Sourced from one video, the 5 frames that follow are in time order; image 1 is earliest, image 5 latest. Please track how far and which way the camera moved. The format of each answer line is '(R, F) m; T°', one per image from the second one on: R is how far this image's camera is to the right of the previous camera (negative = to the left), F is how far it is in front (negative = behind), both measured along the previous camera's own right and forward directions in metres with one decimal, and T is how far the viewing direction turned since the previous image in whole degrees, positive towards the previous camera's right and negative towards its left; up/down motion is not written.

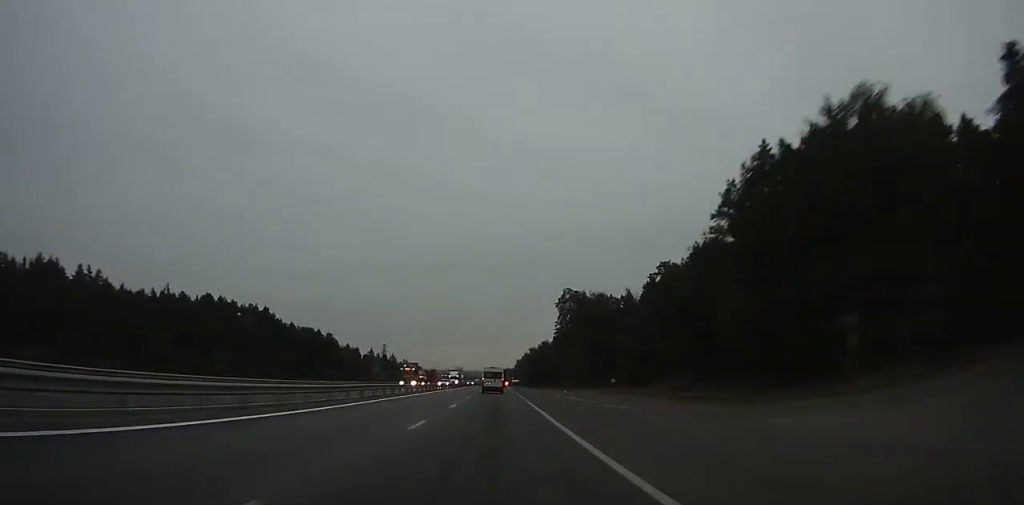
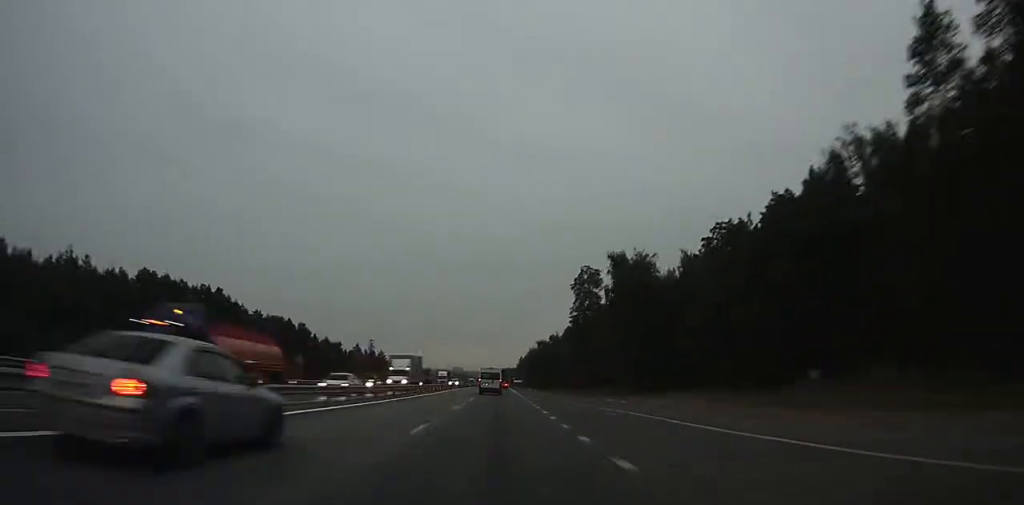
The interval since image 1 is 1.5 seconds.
(-0.1, +36.3) m; 0°
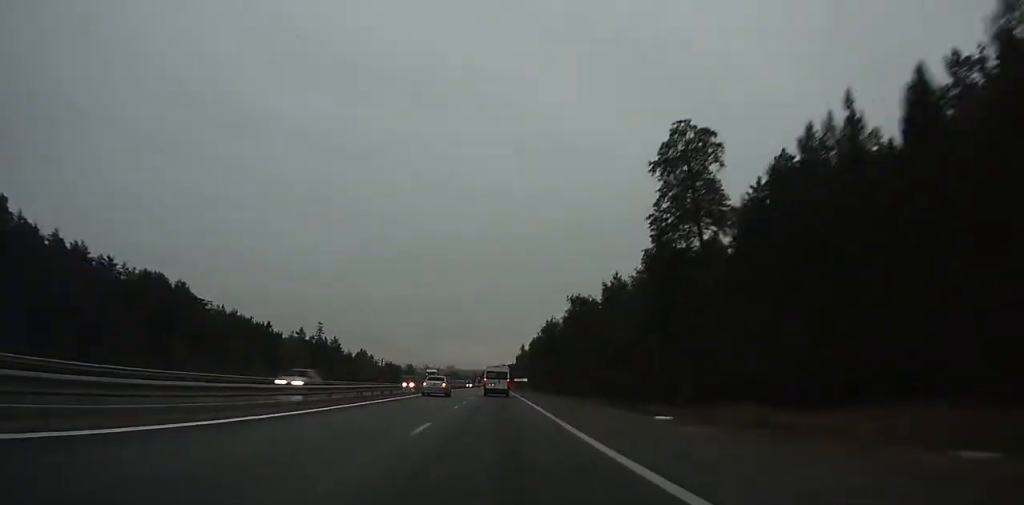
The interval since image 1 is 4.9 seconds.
(-0.1, +84.8) m; 0°
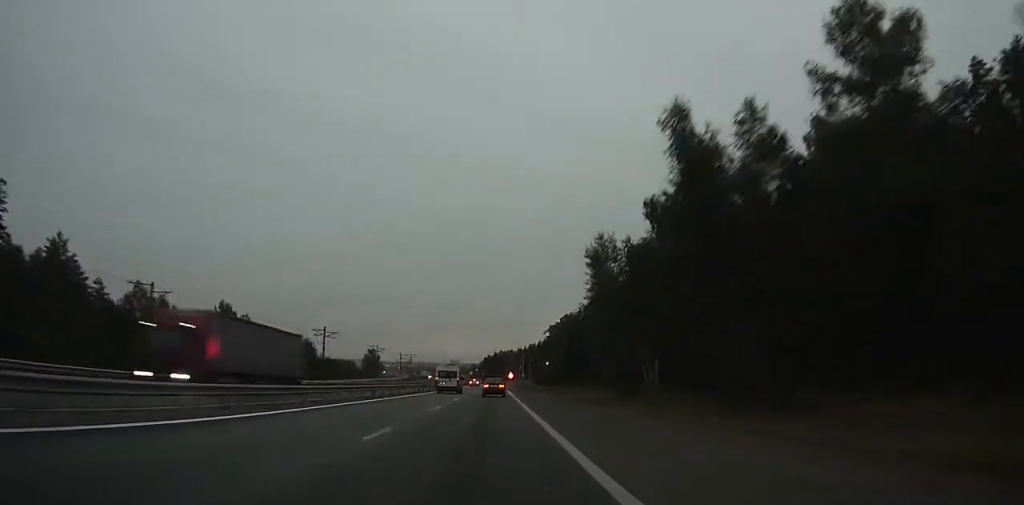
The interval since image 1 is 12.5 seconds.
(-0.3, +171.7) m; 0°
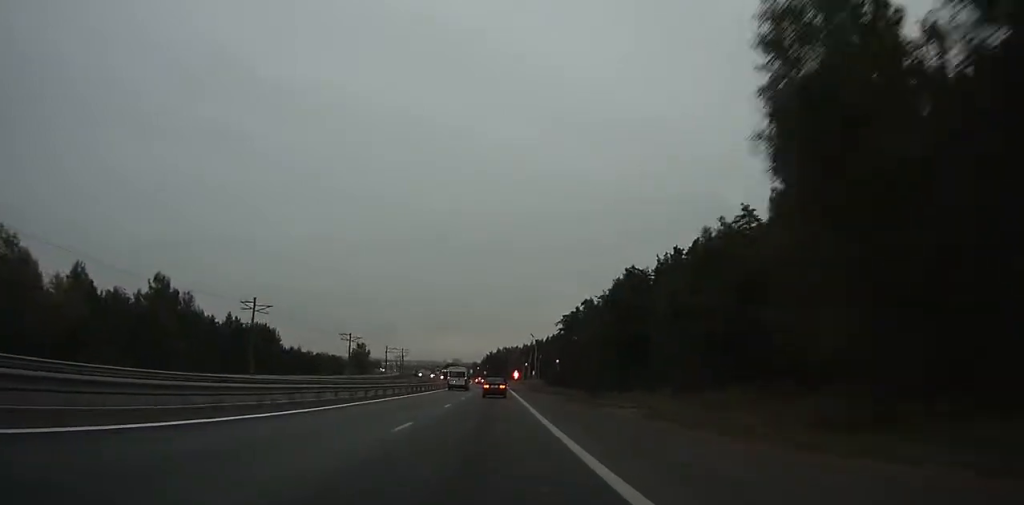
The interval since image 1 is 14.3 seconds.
(0.0, +35.9) m; 0°
